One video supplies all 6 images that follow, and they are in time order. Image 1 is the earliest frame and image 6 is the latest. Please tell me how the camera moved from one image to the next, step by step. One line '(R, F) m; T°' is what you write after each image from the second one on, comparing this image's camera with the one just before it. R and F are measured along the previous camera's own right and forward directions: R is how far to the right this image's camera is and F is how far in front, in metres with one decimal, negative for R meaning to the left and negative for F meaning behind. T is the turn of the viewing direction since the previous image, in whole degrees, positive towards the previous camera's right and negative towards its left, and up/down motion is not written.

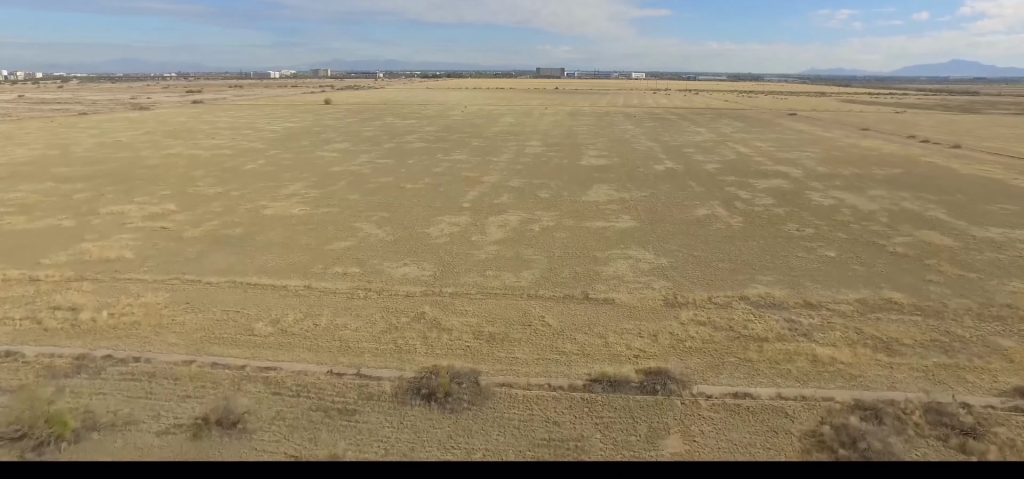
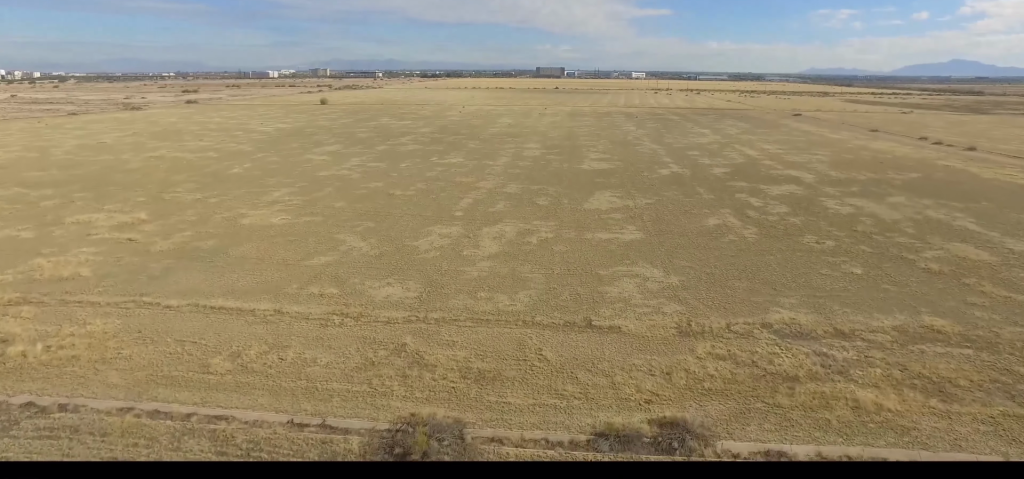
(0.0, +5.1) m; 0°
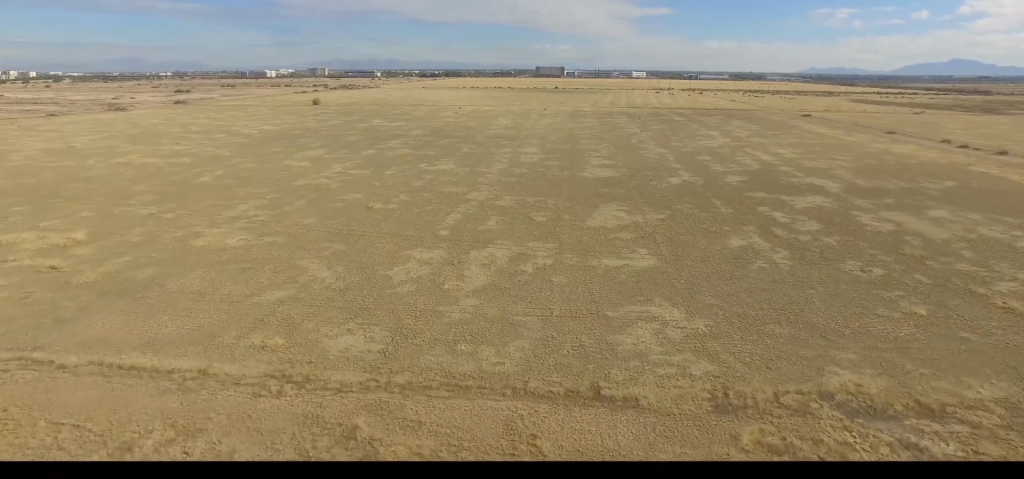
(0.0, +9.7) m; 0°
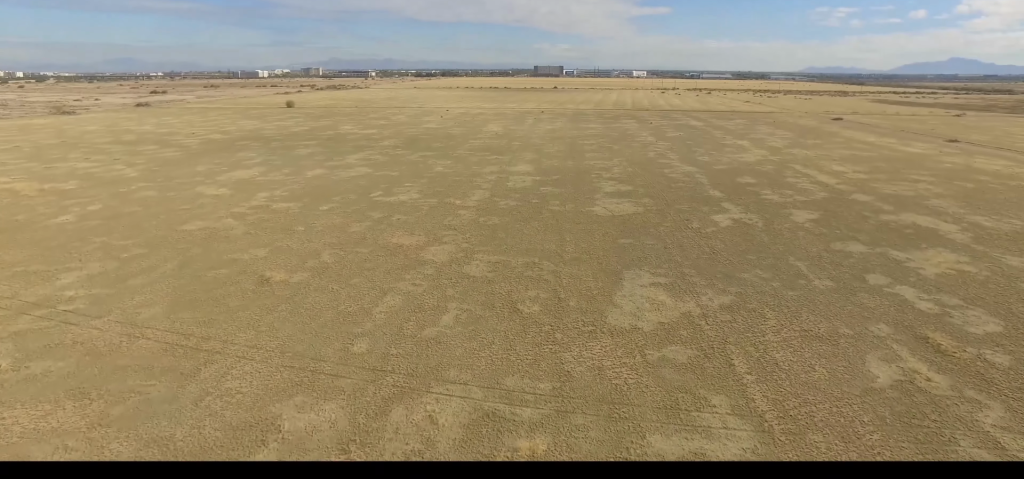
(-0.1, +28.0) m; -1°
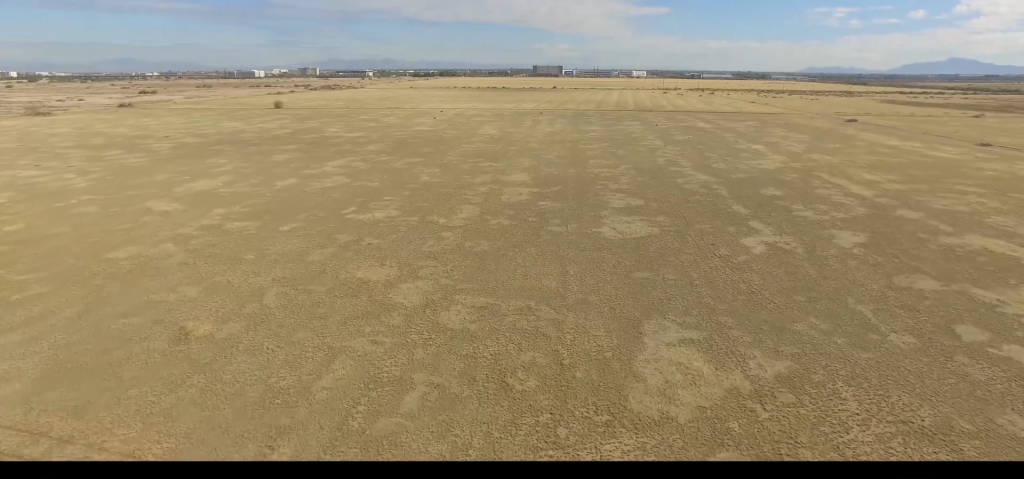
(0.0, +11.2) m; 0°
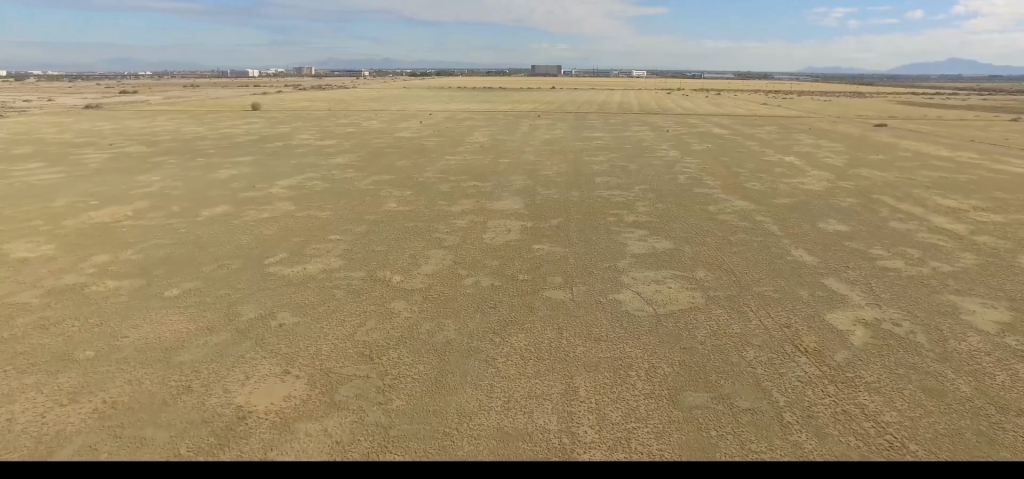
(0.0, +19.5) m; 0°
